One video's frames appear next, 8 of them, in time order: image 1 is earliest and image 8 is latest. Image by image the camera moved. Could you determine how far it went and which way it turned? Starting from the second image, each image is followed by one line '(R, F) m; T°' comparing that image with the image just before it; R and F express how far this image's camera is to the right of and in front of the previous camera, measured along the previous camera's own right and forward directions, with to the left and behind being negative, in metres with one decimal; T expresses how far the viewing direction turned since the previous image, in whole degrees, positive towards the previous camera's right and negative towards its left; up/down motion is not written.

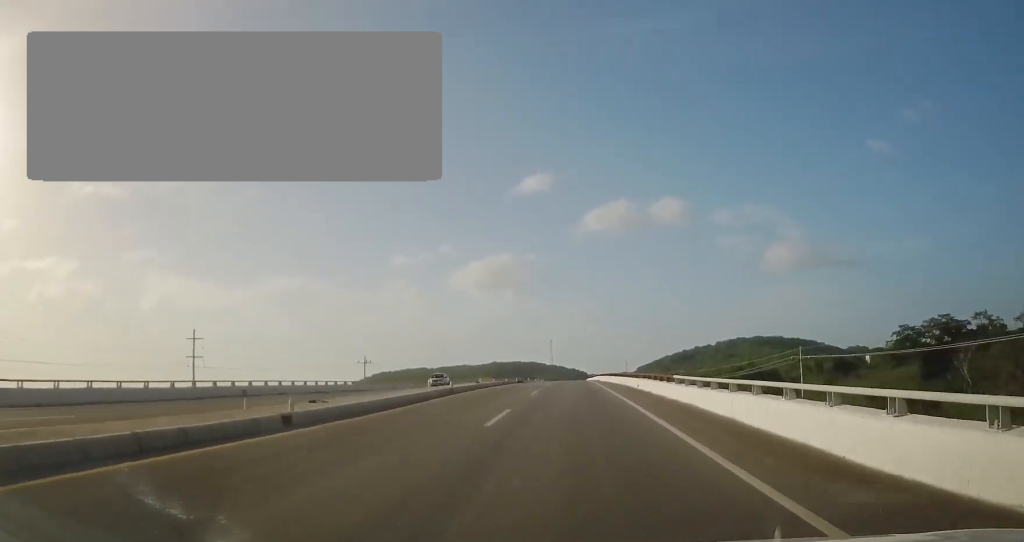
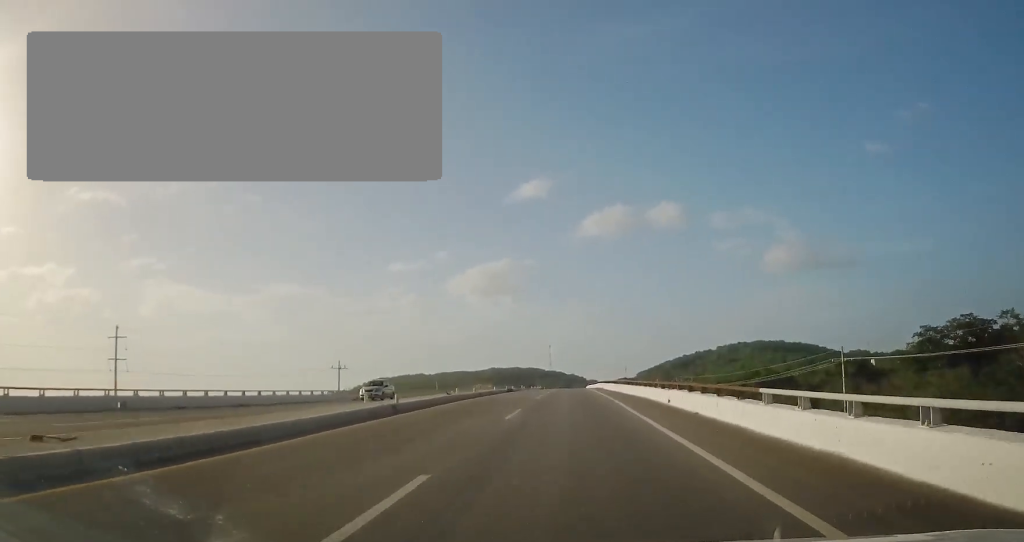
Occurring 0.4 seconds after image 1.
(0.0, +11.1) m; 0°
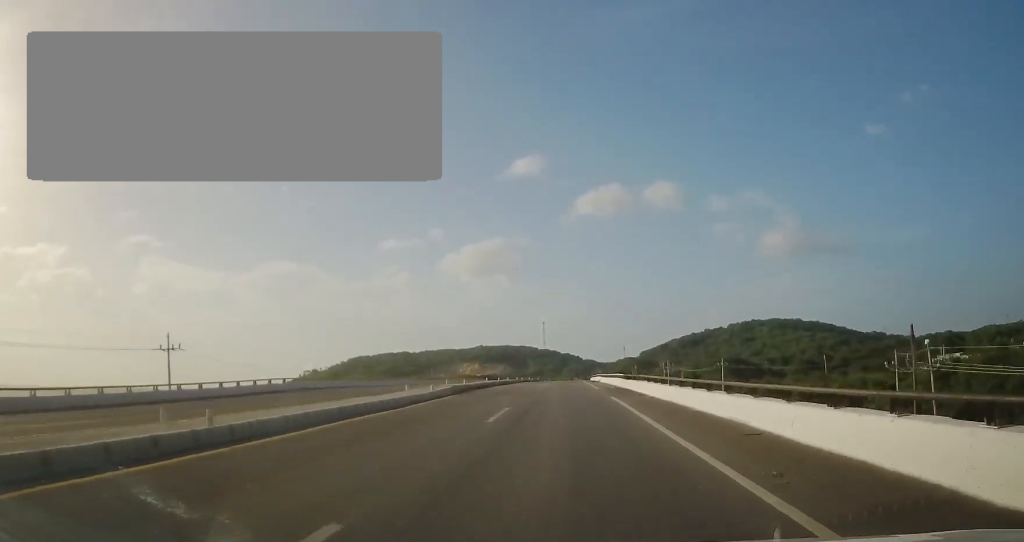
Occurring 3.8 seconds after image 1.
(-0.2, +93.9) m; 0°
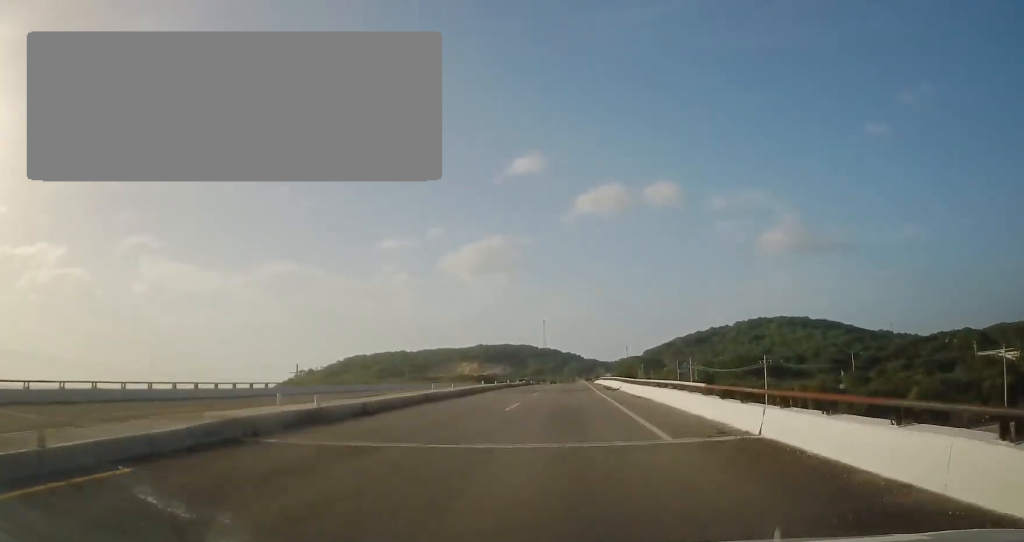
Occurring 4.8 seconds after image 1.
(0.0, +24.7) m; 0°
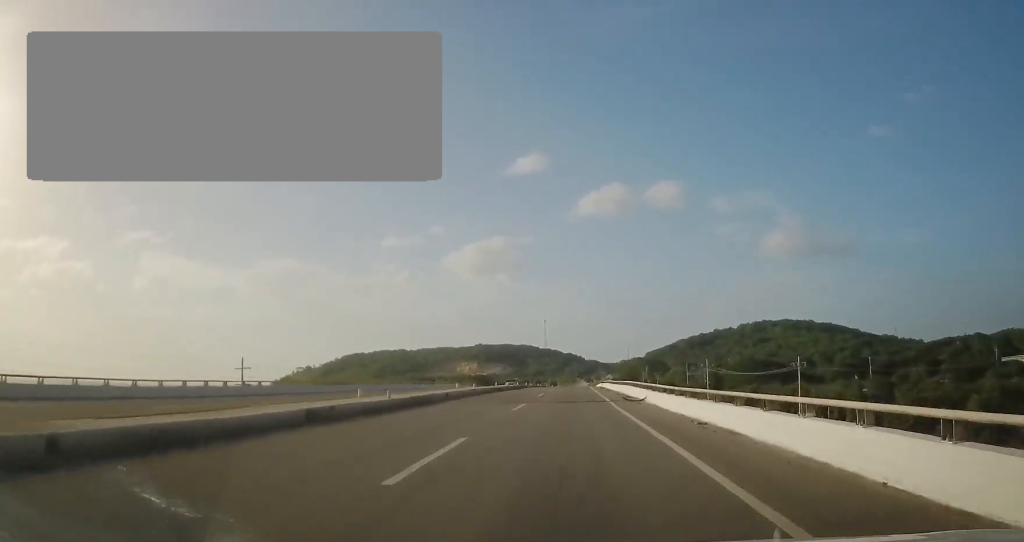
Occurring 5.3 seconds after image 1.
(0.0, +13.4) m; 0°
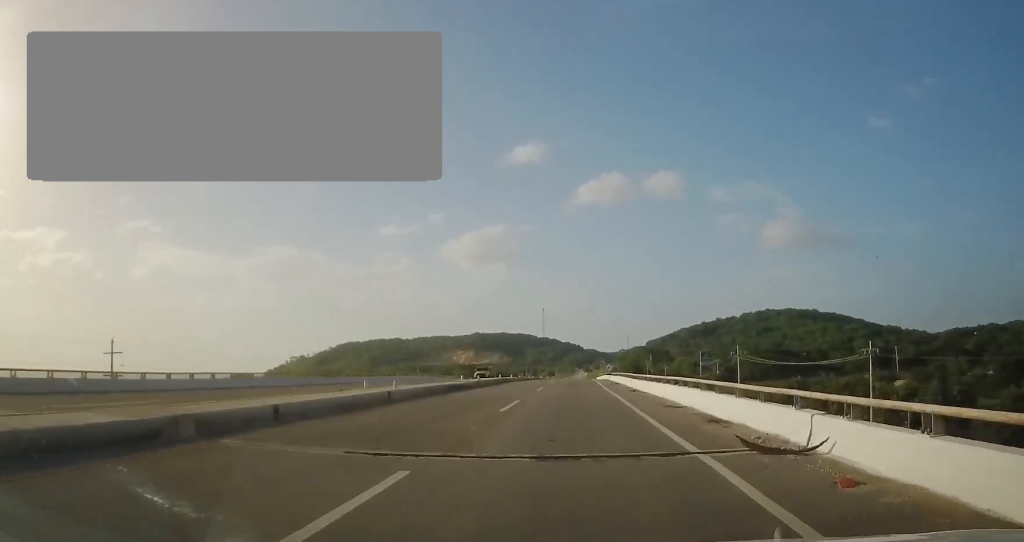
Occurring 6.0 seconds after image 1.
(-0.1, +19.7) m; +1°
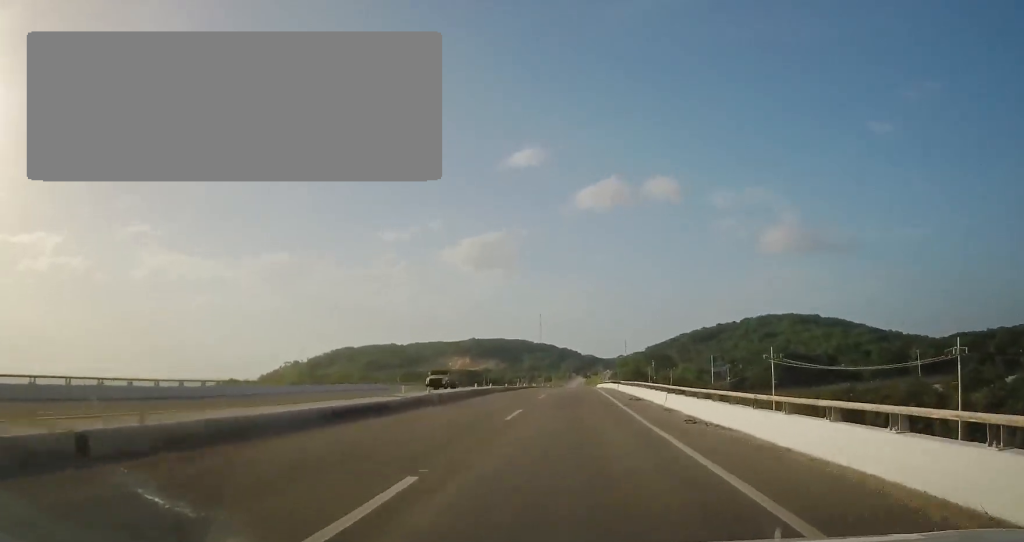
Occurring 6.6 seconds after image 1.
(+0.2, +15.3) m; +1°
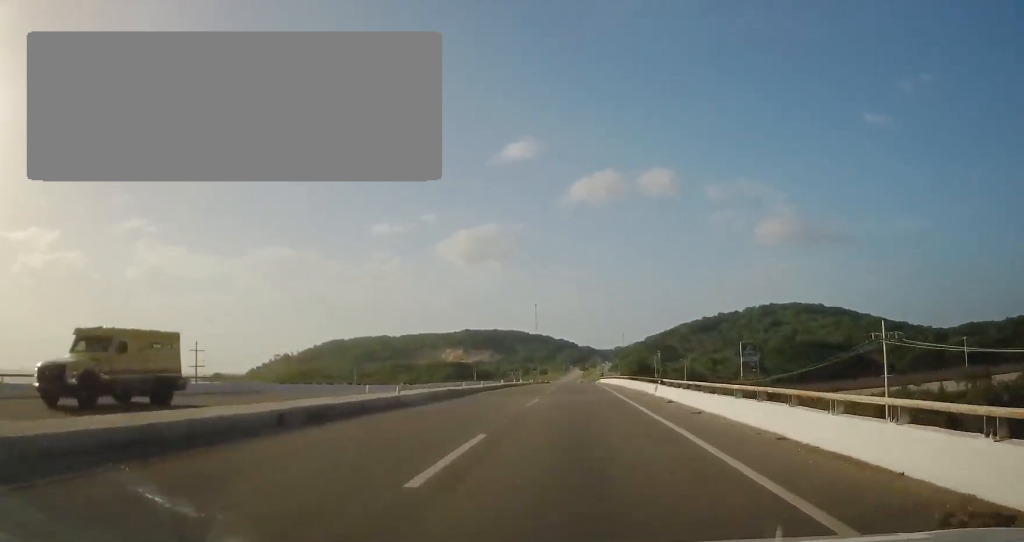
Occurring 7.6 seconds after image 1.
(+0.3, +26.3) m; +1°
